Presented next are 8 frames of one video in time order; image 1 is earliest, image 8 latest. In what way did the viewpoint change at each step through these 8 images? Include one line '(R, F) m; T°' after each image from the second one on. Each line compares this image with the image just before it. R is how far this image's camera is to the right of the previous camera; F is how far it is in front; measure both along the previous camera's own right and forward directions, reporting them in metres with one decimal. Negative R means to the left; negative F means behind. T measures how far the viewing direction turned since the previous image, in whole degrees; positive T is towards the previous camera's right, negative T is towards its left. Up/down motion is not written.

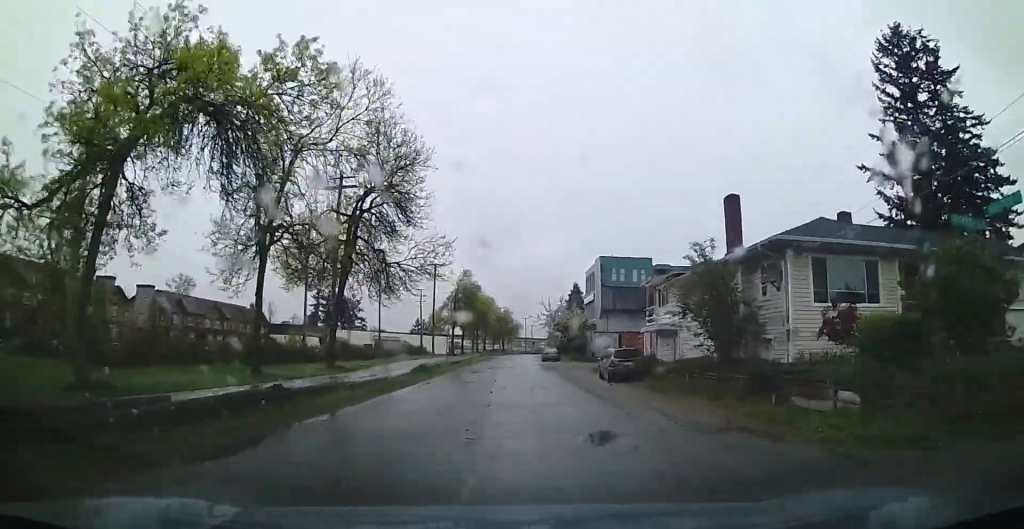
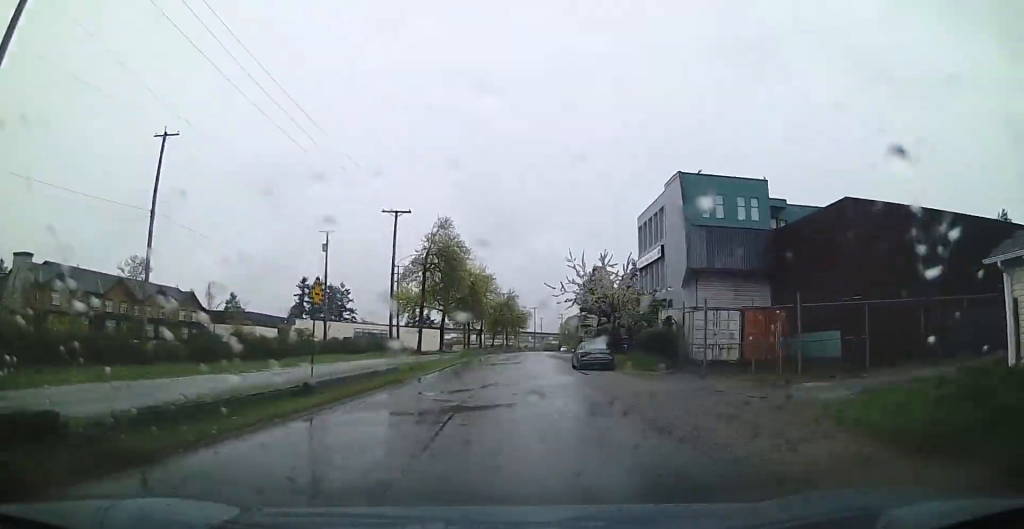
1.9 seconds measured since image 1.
(+1.8, +37.4) m; +13°
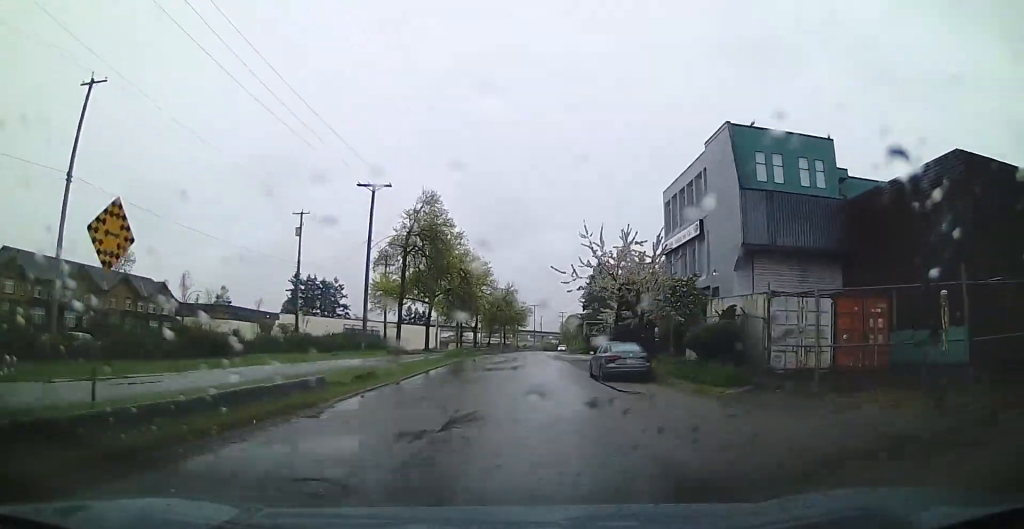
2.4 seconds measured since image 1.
(+2.0, +10.9) m; +5°
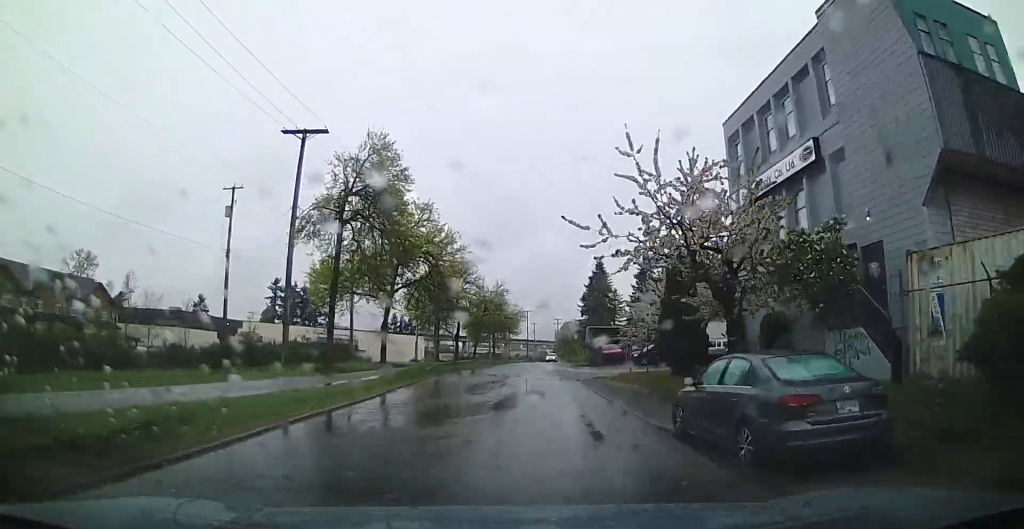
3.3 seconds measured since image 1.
(-1.5, +16.9) m; -9°
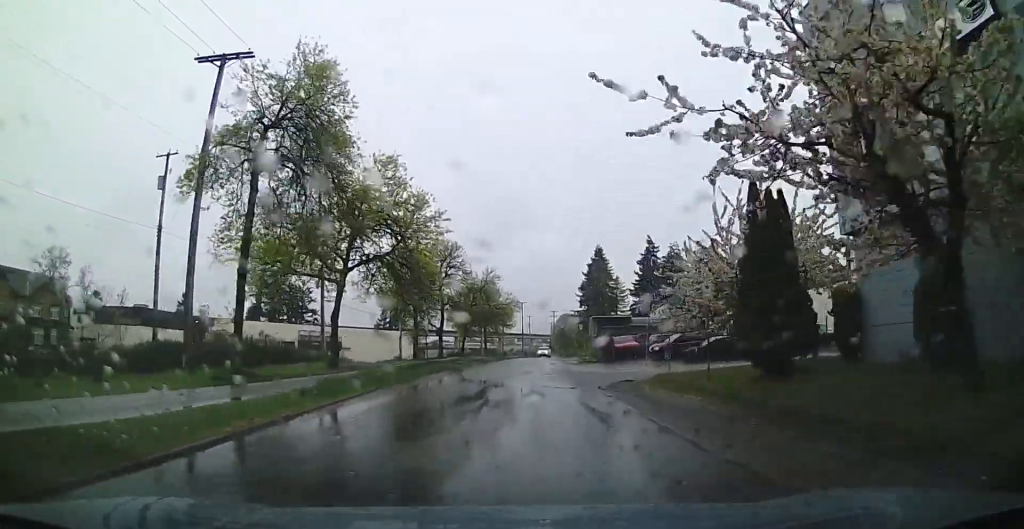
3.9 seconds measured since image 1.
(-0.7, +10.6) m; -4°
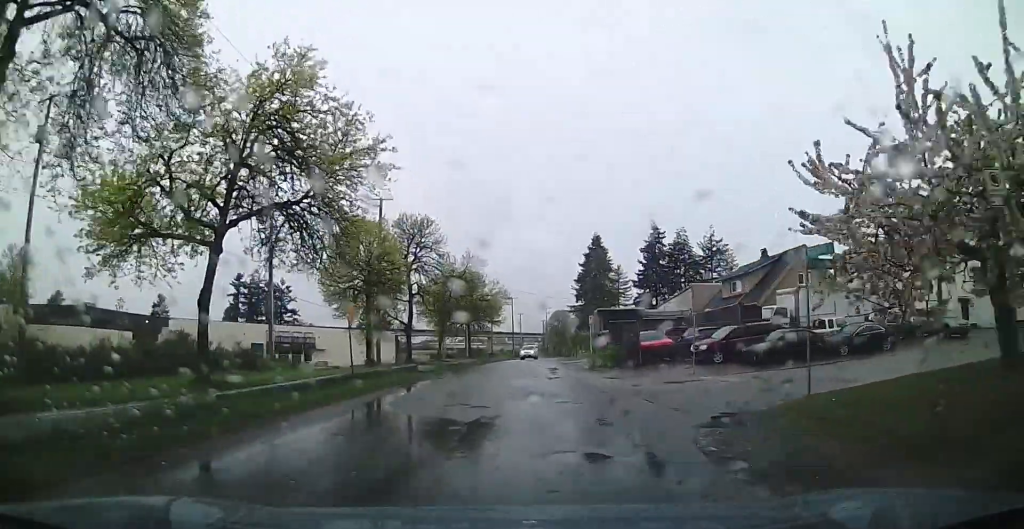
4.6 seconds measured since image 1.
(-0.7, +13.5) m; -3°
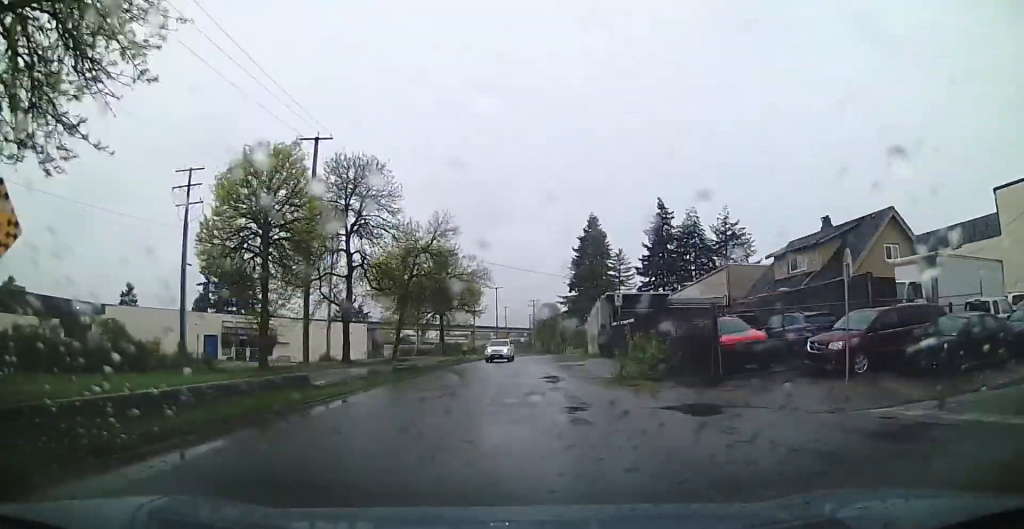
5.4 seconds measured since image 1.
(0.0, +14.7) m; 0°
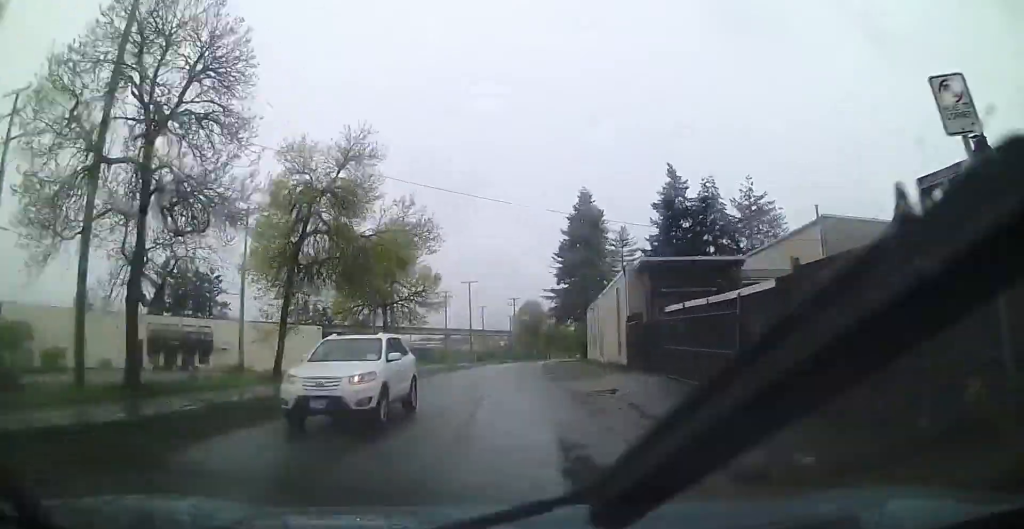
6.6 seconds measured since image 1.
(0.0, +19.3) m; +1°
